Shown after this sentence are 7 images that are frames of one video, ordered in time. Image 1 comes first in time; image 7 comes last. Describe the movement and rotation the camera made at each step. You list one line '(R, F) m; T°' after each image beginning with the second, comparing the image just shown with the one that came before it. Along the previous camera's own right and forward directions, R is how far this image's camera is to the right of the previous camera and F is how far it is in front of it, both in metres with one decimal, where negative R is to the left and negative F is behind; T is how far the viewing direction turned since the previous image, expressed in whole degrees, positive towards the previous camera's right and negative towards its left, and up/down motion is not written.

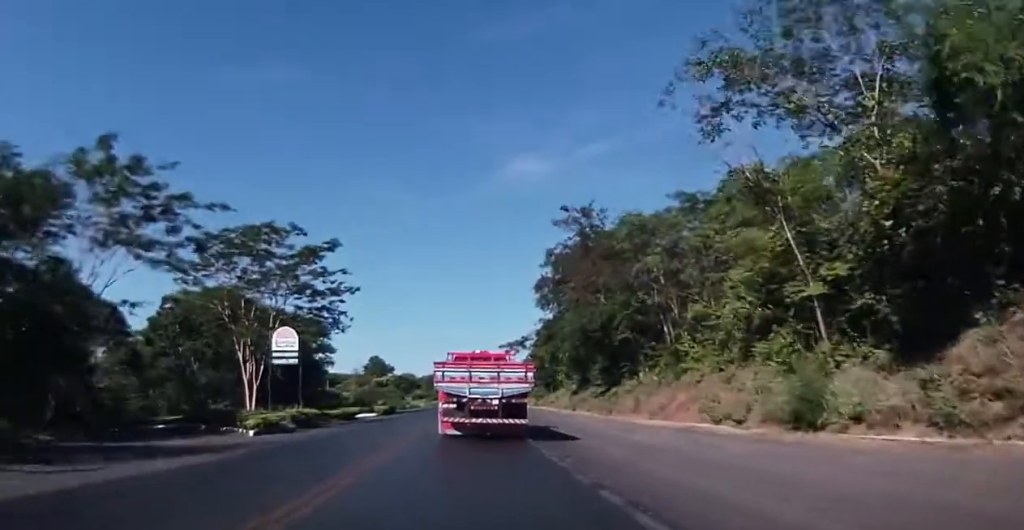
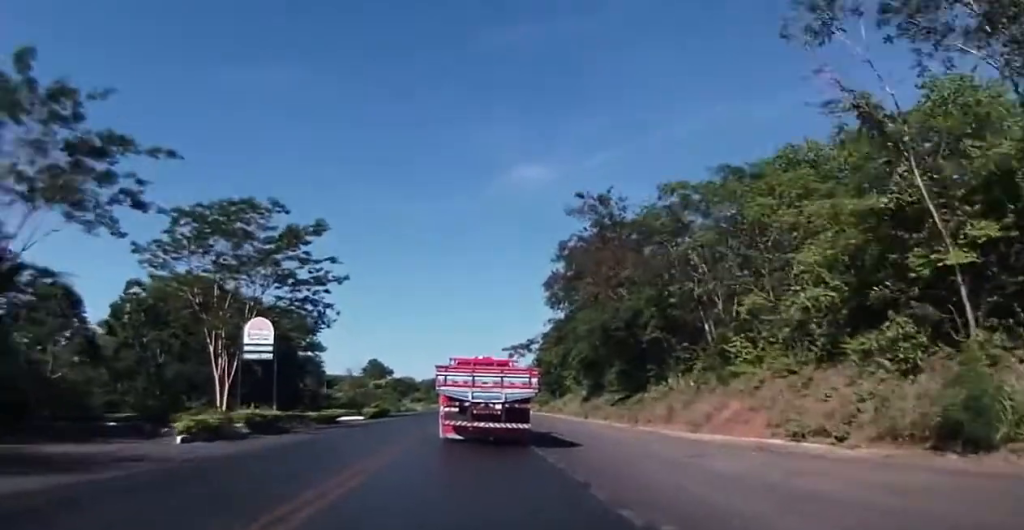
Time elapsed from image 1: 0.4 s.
(0.0, +7.0) m; 0°
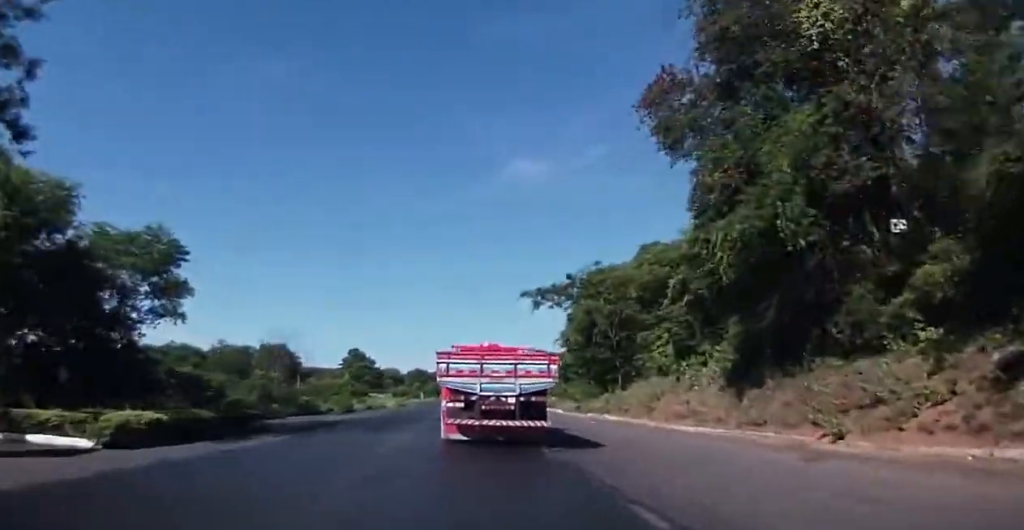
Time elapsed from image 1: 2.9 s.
(0.0, +39.6) m; 0°
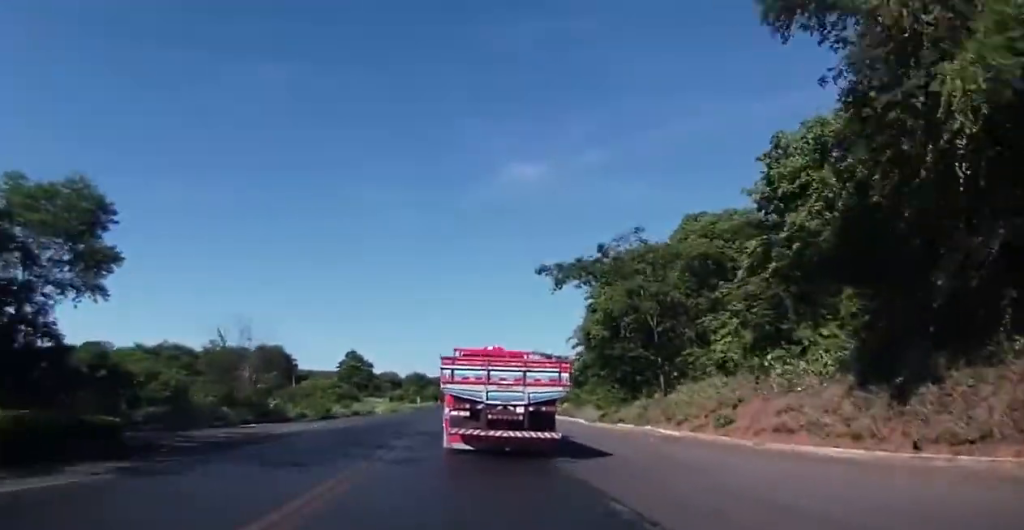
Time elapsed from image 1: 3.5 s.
(0.0, +10.6) m; +1°
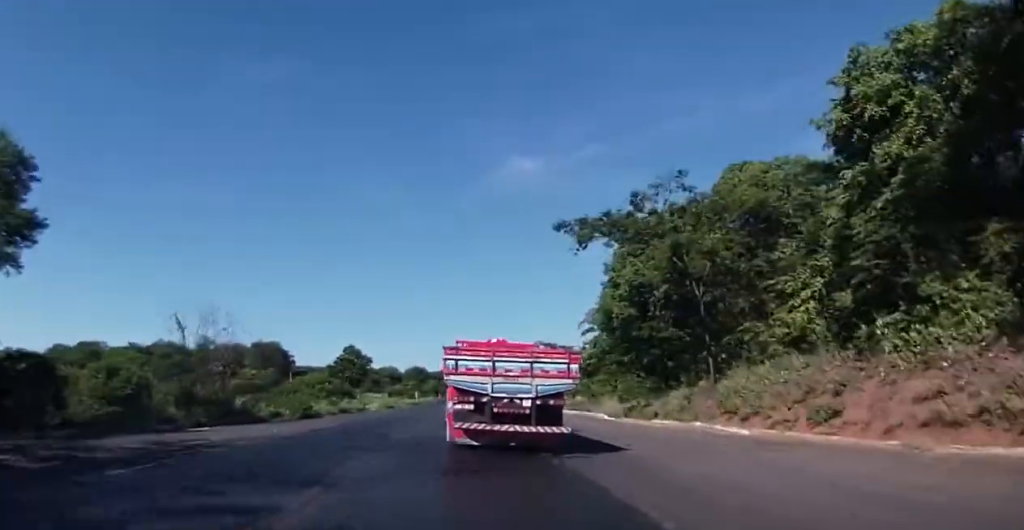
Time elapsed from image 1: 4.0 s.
(-0.1, +7.8) m; +1°
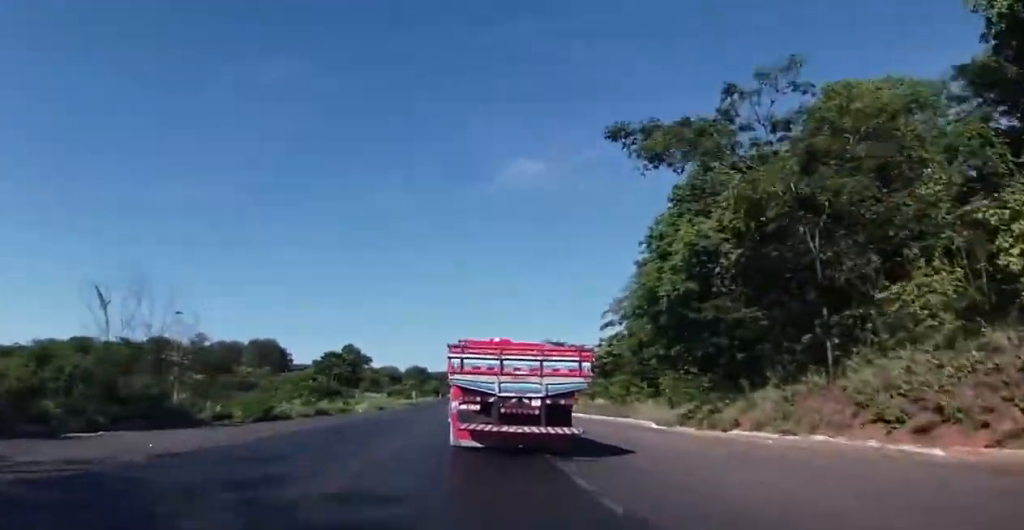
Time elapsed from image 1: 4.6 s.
(+0.3, +10.5) m; 0°
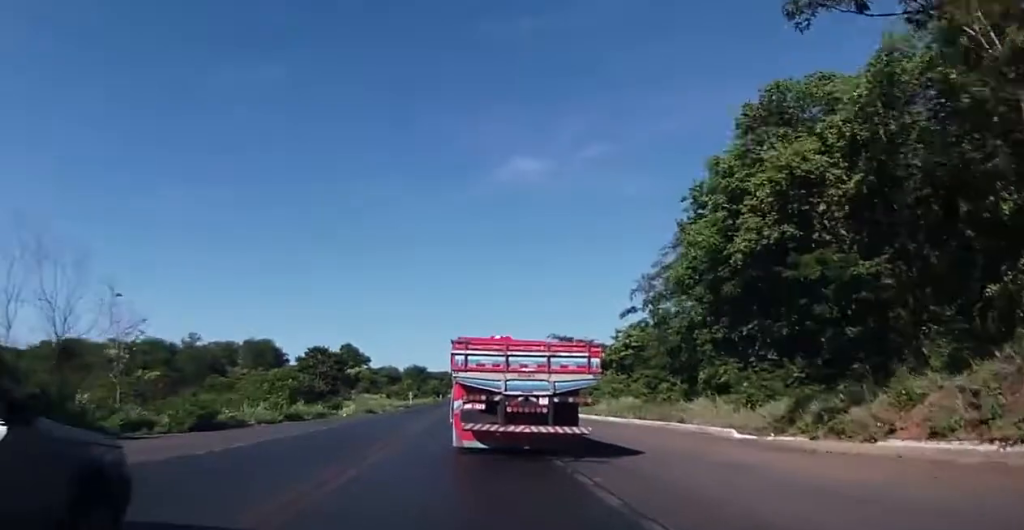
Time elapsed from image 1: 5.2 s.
(+0.1, +9.9) m; 0°
